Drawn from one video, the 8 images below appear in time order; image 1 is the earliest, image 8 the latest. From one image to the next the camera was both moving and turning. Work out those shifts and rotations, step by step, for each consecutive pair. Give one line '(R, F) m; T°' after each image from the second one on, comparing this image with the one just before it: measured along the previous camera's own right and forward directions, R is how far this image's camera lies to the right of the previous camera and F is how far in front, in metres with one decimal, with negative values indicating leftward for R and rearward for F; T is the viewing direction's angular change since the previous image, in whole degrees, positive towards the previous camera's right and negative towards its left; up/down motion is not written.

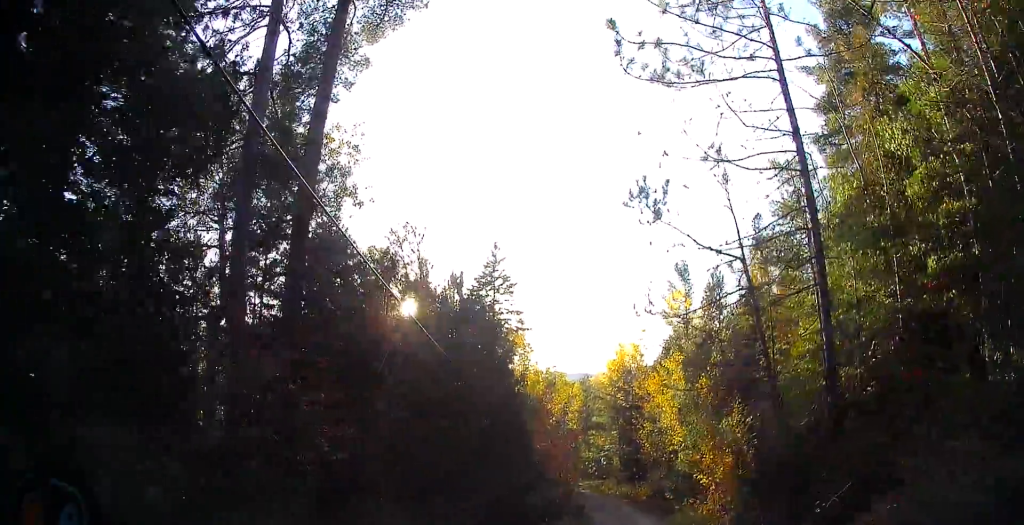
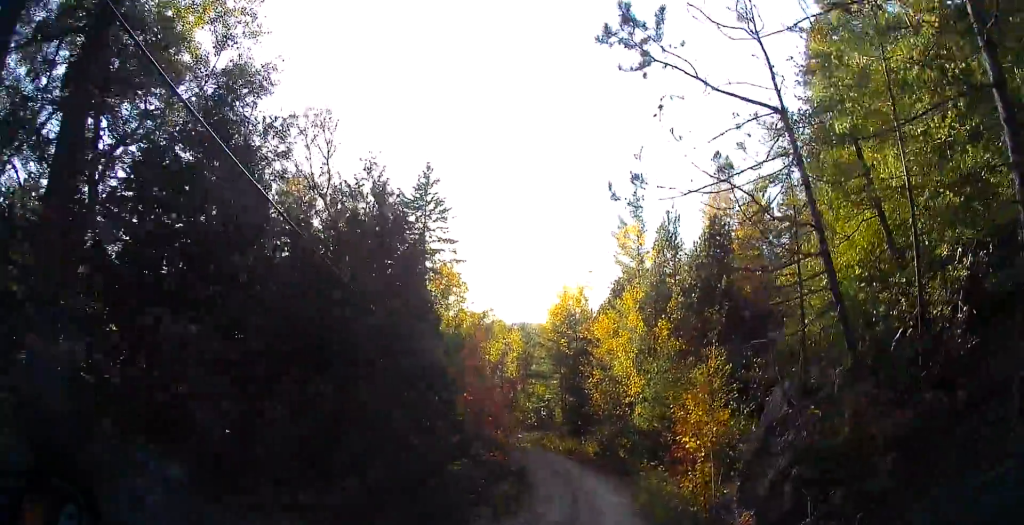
(+1.1, +5.3) m; +14°
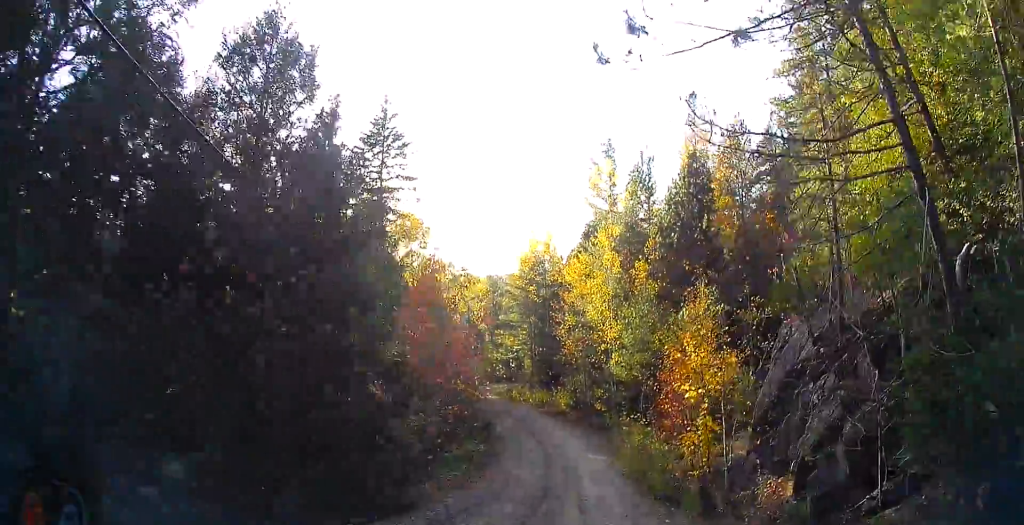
(+0.1, +2.7) m; +3°
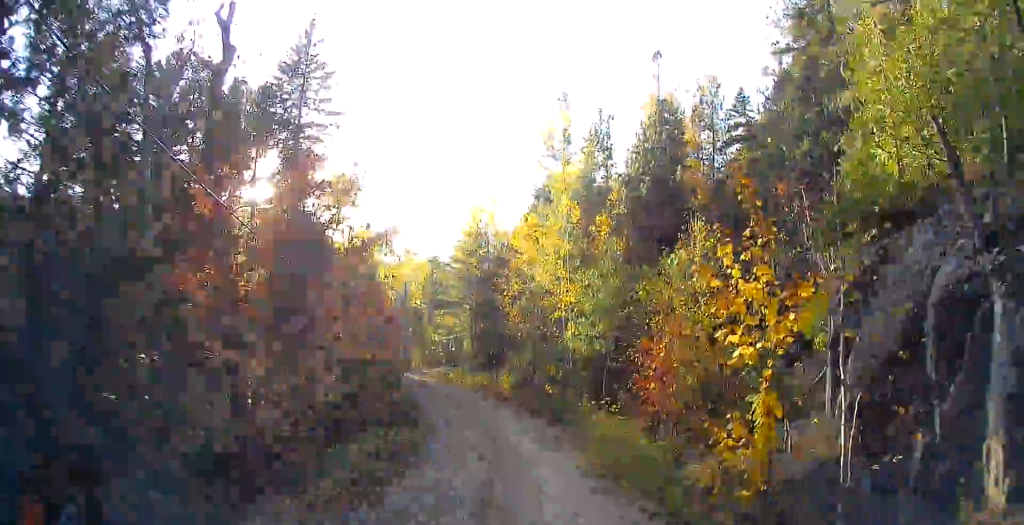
(-0.1, +5.3) m; +2°
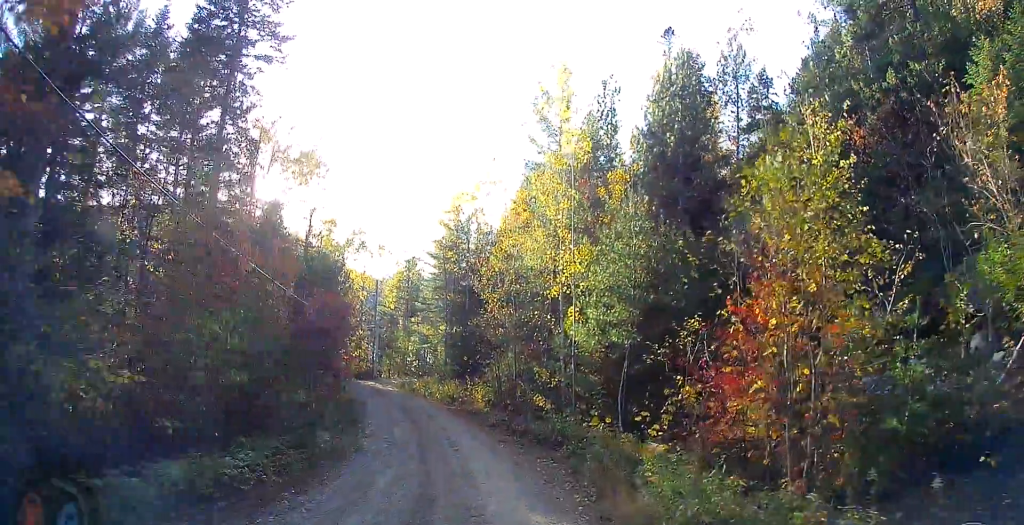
(+0.4, +7.0) m; -1°
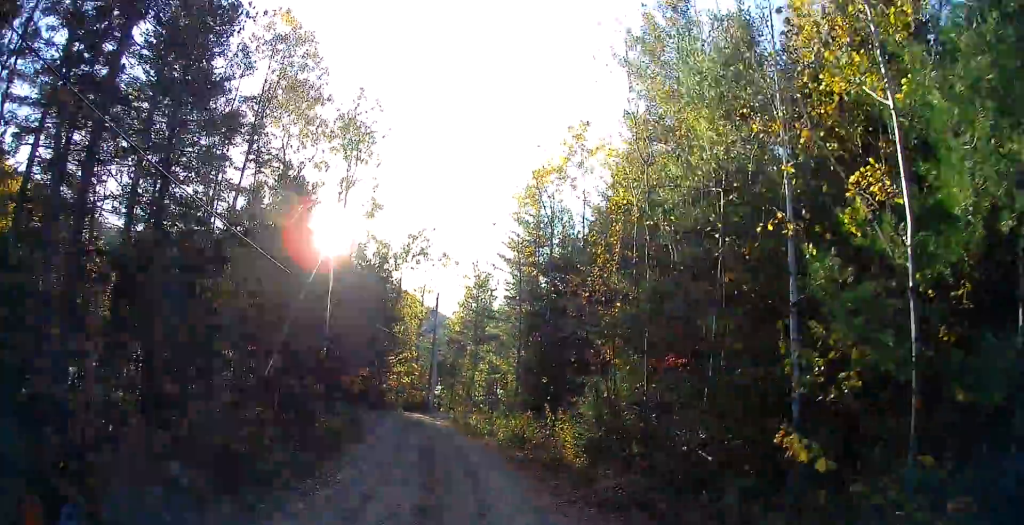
(-1.1, +11.8) m; -10°
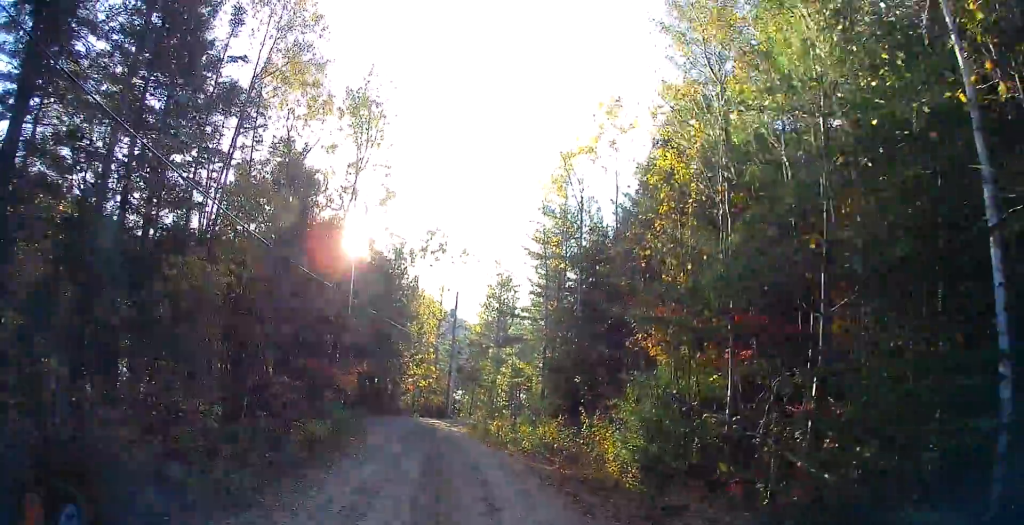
(-0.1, +3.5) m; -2°
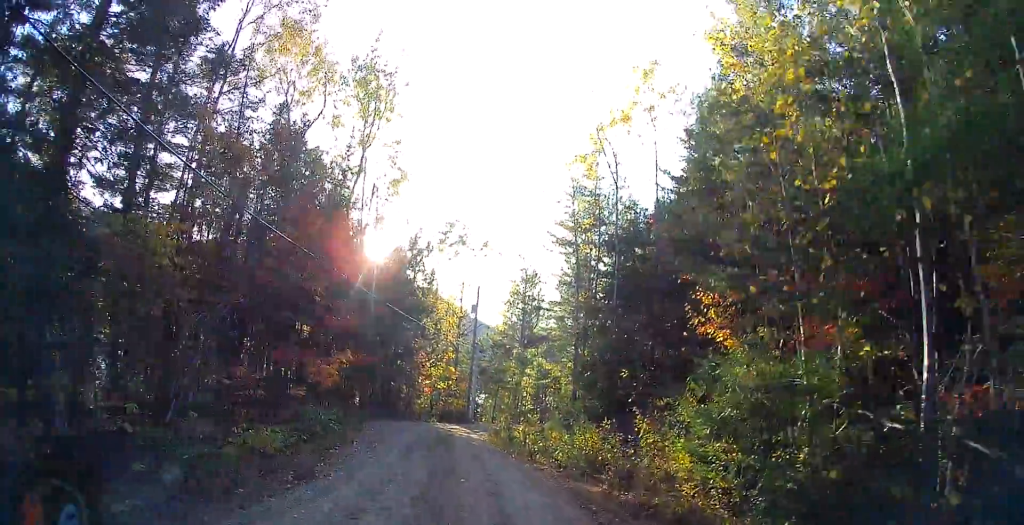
(-0.2, +4.0) m; -2°
